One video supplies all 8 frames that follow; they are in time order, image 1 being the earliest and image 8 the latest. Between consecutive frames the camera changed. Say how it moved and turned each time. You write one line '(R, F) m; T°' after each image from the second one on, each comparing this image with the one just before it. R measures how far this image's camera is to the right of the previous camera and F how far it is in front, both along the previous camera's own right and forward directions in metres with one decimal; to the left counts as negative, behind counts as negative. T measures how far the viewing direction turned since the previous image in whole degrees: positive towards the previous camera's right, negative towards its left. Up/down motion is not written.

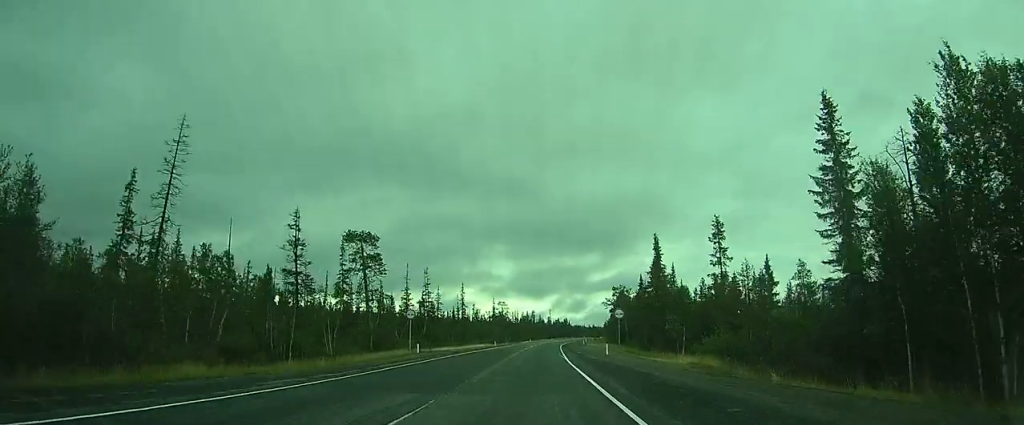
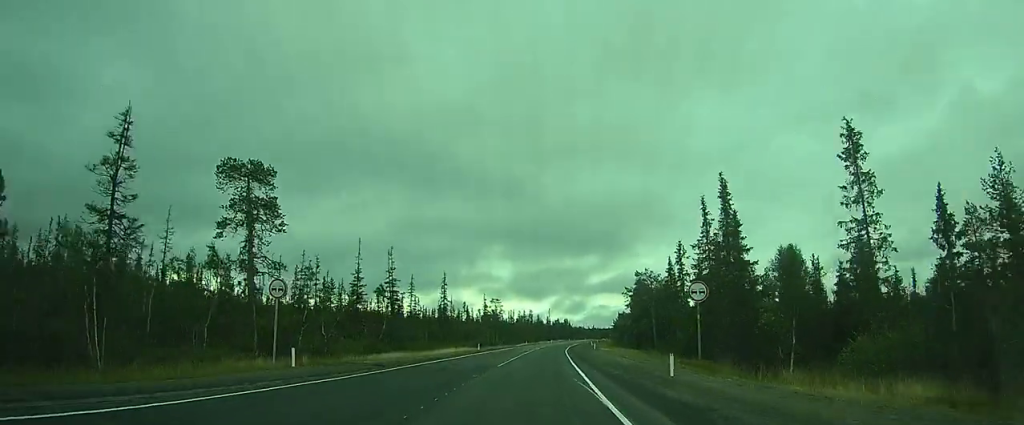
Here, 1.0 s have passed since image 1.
(+0.2, +20.8) m; +1°
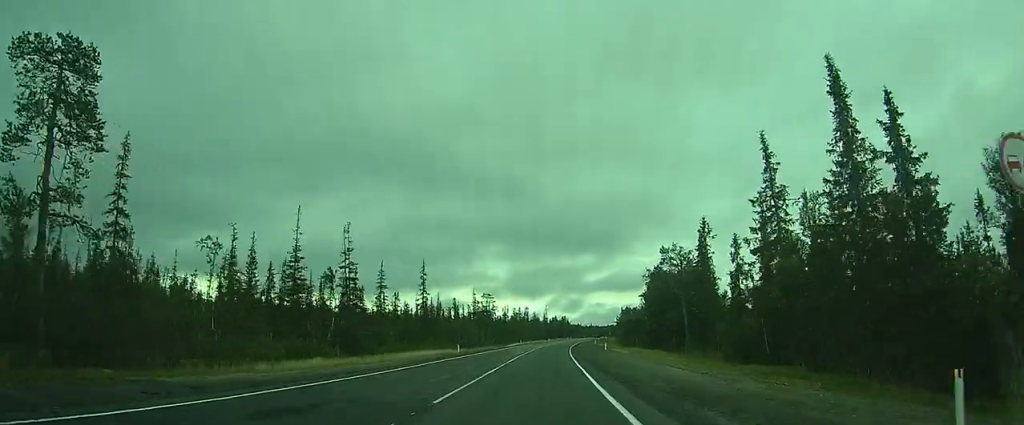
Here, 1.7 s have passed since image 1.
(+0.1, +14.5) m; 0°
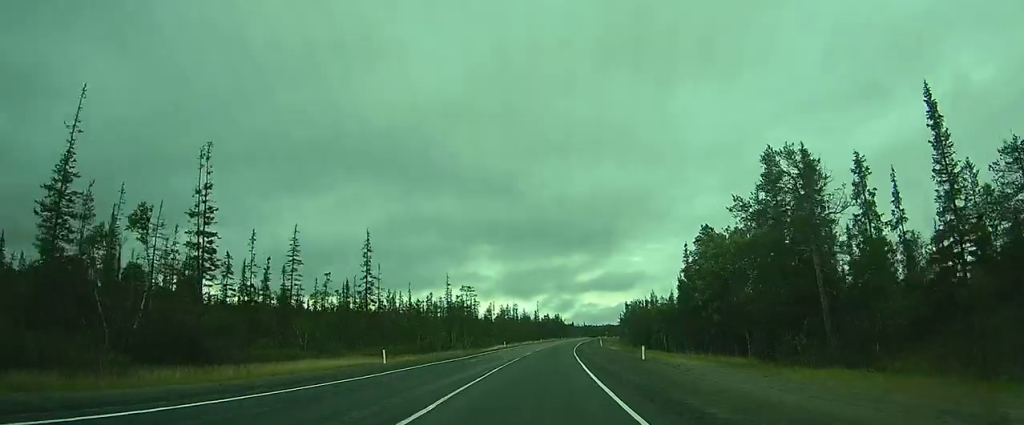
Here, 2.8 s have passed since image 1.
(0.0, +23.4) m; 0°
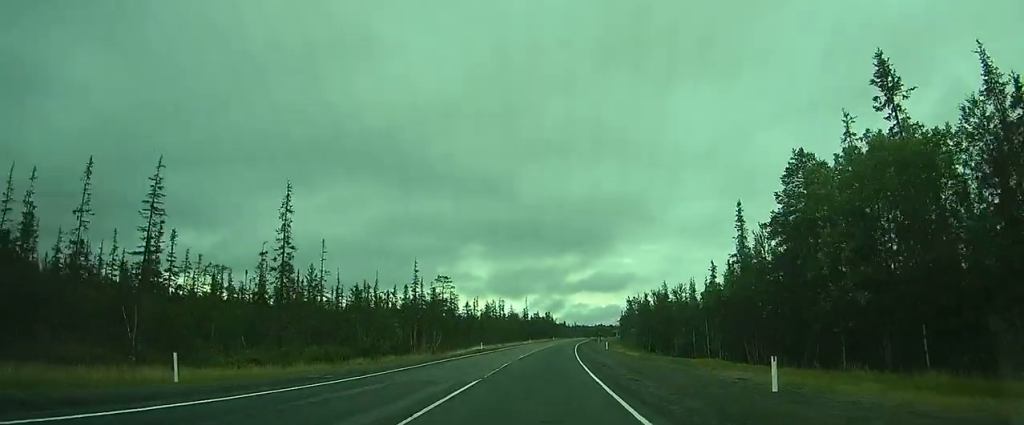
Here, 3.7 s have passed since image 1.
(0.0, +17.8) m; 0°
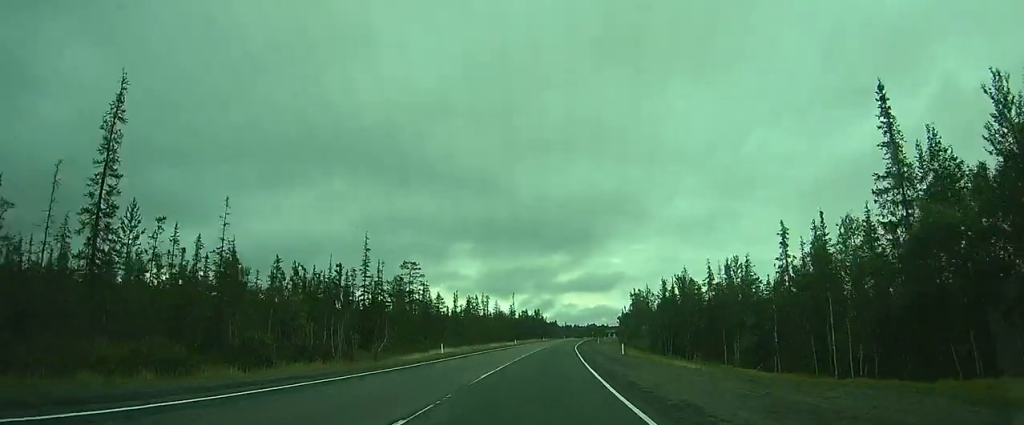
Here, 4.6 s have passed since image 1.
(0.0, +18.5) m; 0°
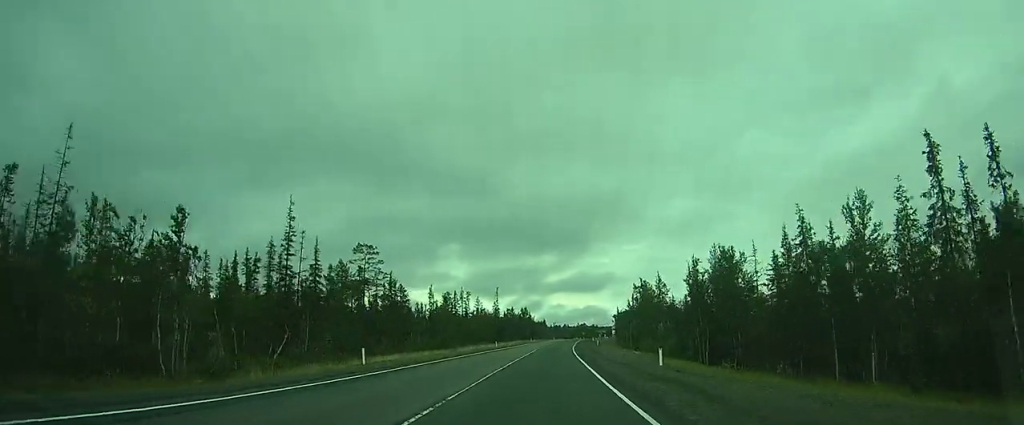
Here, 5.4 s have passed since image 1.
(0.0, +16.4) m; 0°
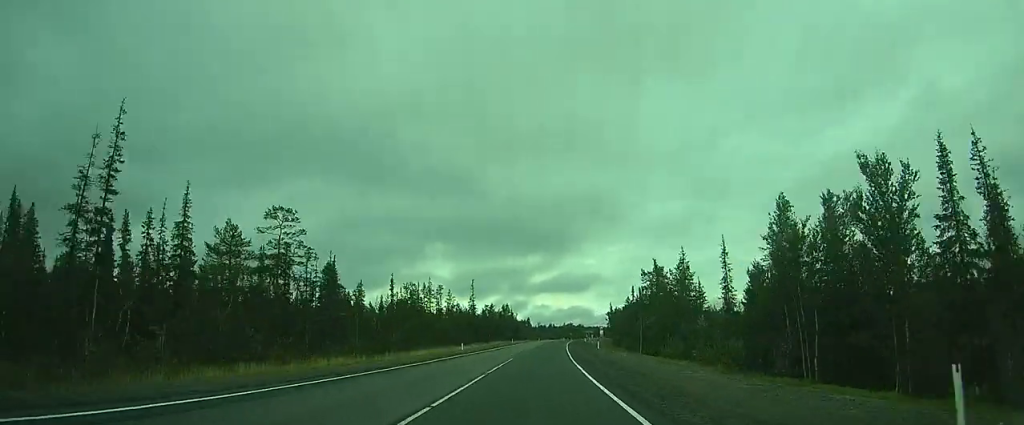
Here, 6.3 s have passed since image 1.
(0.0, +19.2) m; +2°
